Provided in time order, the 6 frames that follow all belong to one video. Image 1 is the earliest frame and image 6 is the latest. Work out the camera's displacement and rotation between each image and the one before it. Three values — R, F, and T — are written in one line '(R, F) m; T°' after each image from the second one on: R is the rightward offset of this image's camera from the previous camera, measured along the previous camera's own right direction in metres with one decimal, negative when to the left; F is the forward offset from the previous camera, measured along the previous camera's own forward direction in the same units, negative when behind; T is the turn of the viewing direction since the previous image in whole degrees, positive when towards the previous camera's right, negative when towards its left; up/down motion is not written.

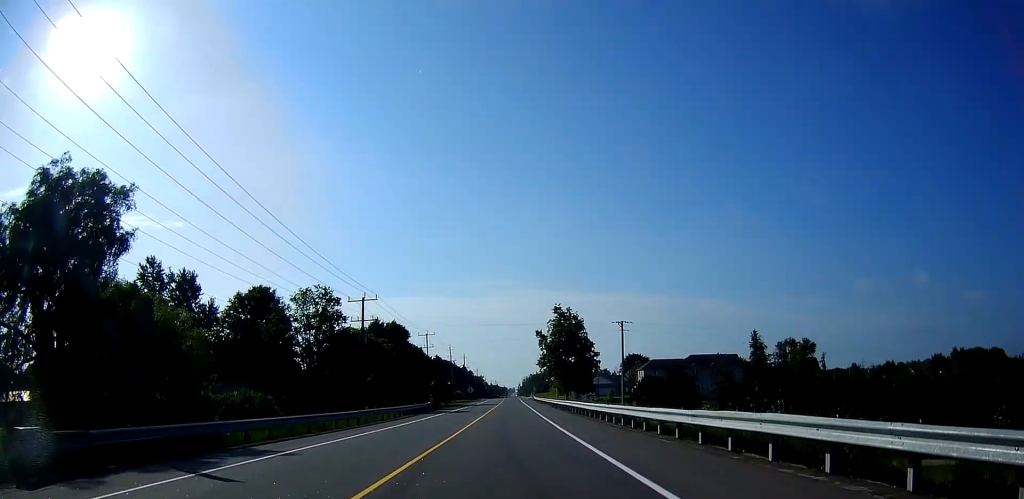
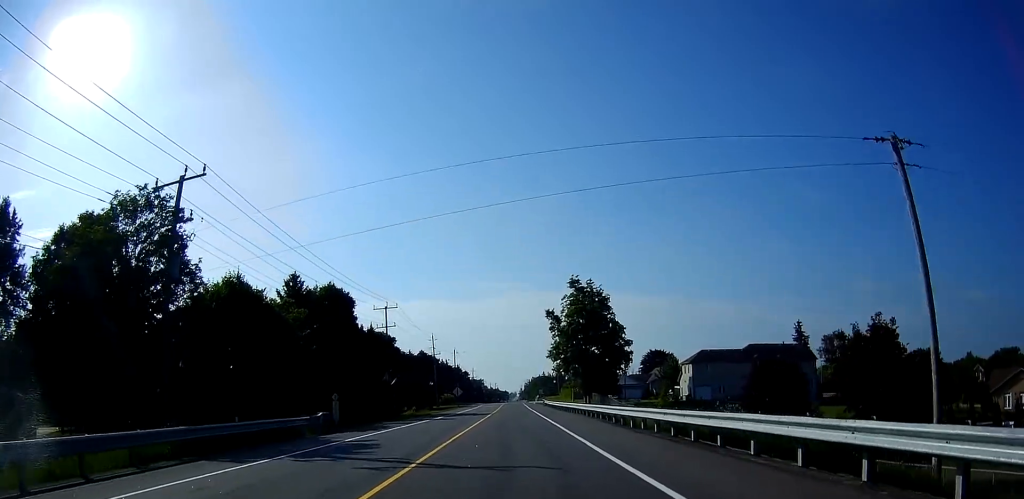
(0.0, +33.0) m; -1°
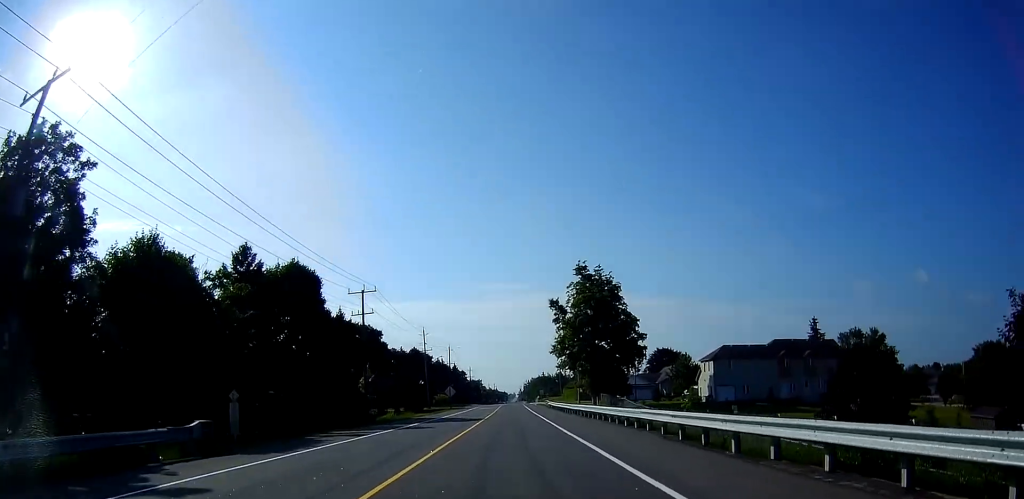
(+0.2, +10.4) m; +1°
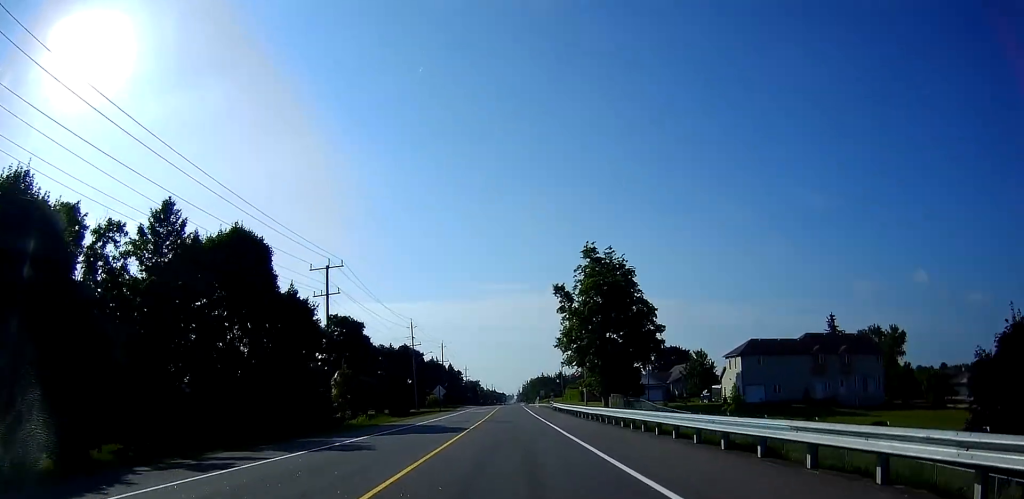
(+0.1, +10.9) m; +1°
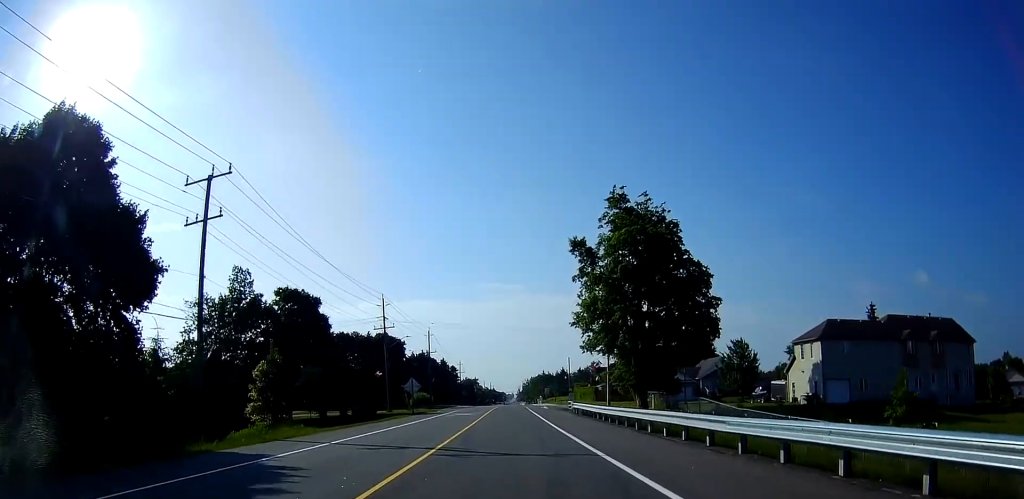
(+0.3, +20.1) m; +1°
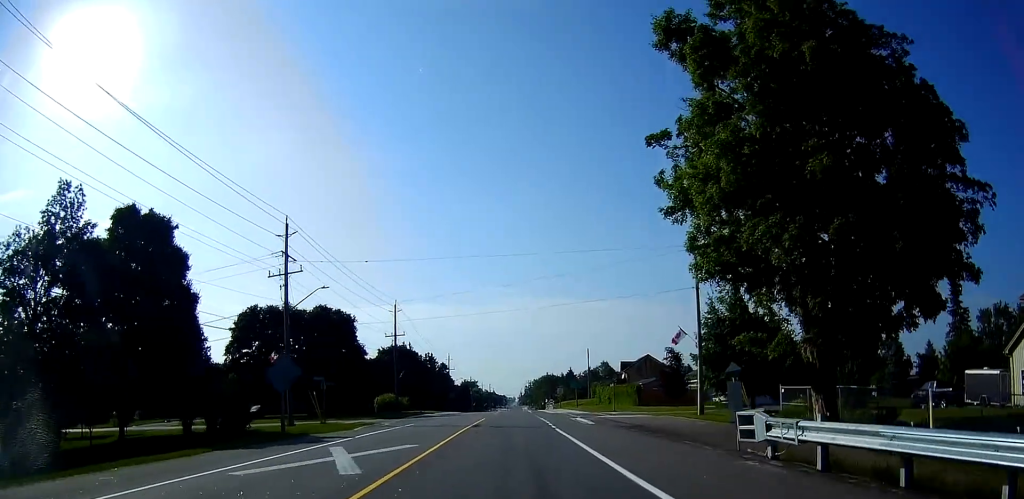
(-0.8, +31.8) m; -3°
